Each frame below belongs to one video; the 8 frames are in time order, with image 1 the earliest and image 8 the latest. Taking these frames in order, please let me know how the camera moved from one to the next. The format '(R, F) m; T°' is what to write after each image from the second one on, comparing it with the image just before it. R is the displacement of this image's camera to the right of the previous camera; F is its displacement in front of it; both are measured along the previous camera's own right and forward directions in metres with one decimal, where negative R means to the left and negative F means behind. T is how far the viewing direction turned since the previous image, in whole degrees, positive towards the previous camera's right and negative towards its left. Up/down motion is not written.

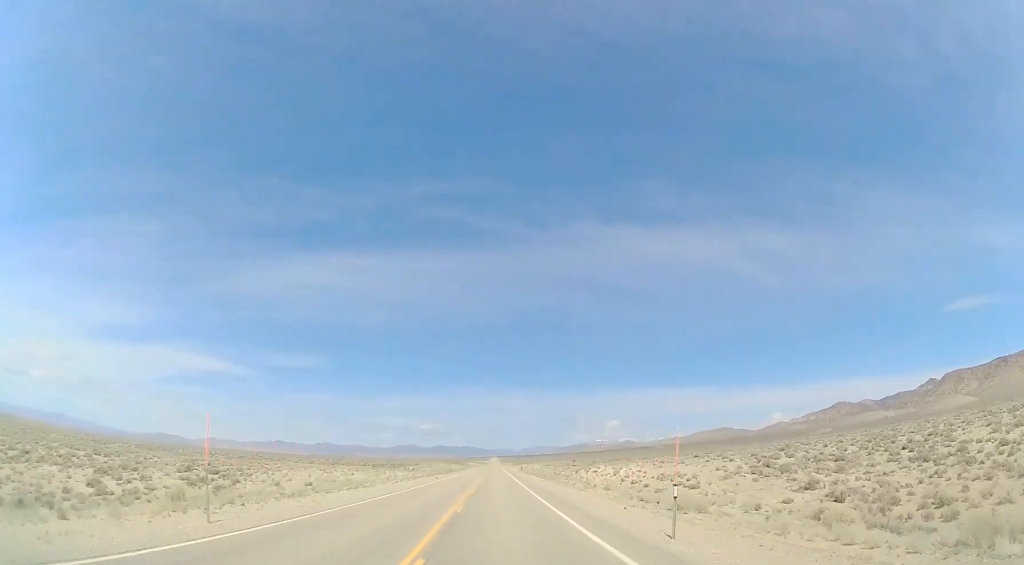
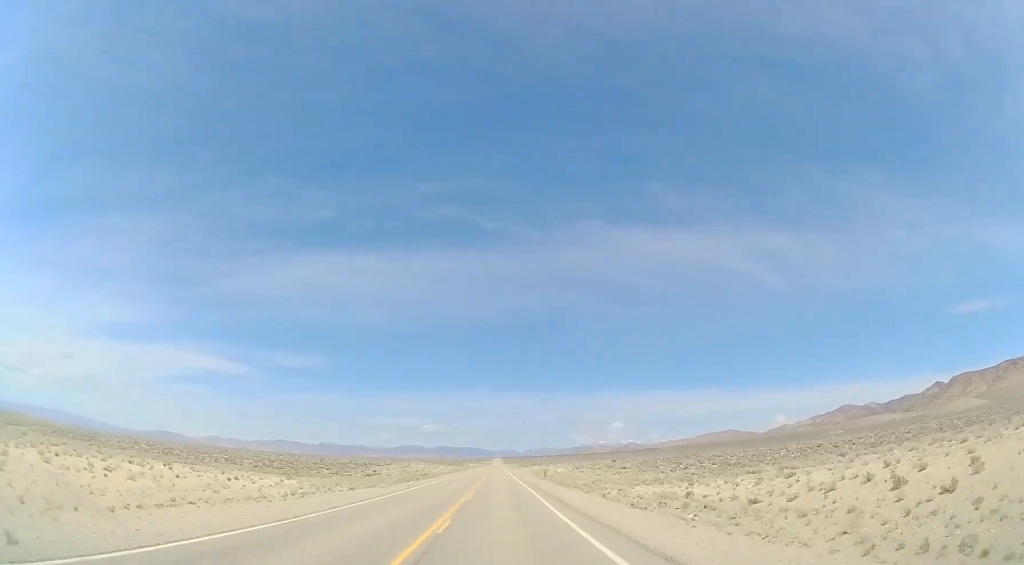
(+0.4, +54.1) m; 0°
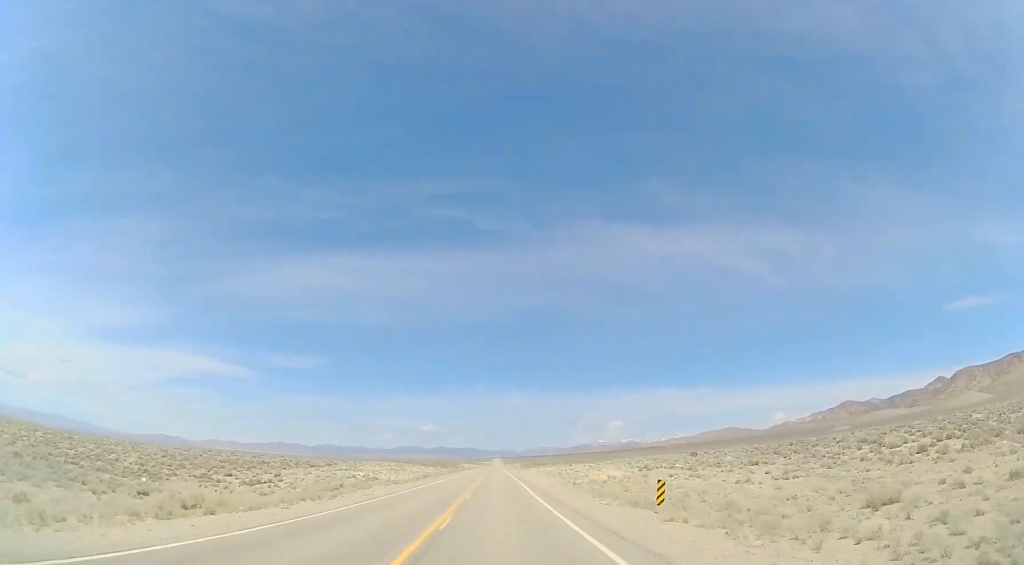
(-0.4, +48.1) m; -1°
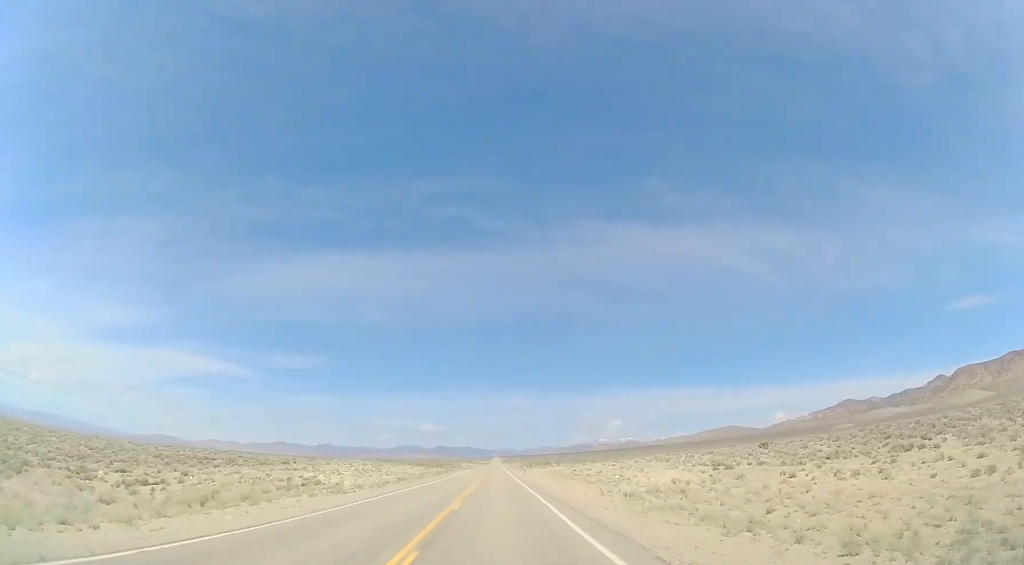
(-0.2, +19.1) m; 0°
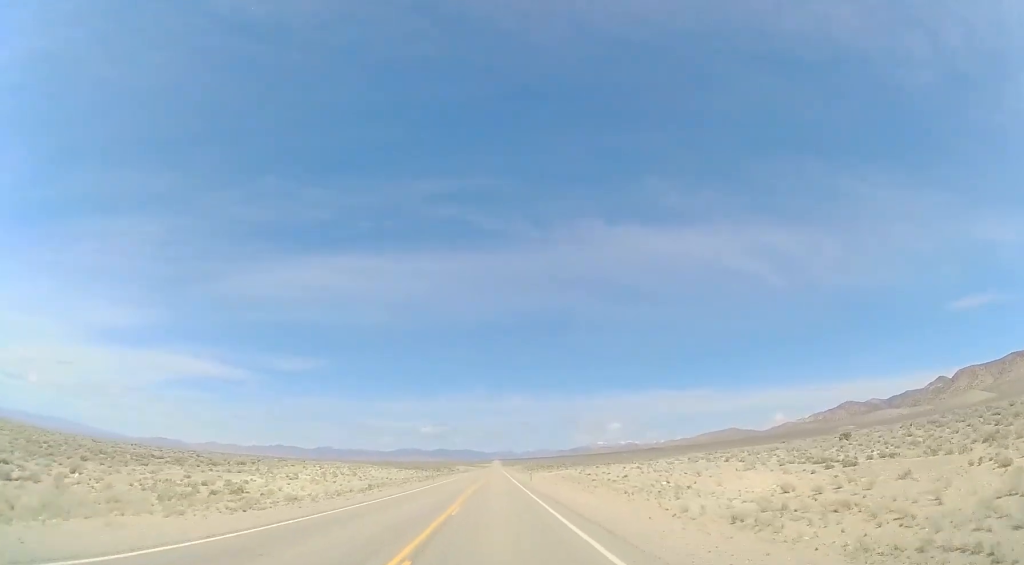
(+0.2, +13.1) m; 0°
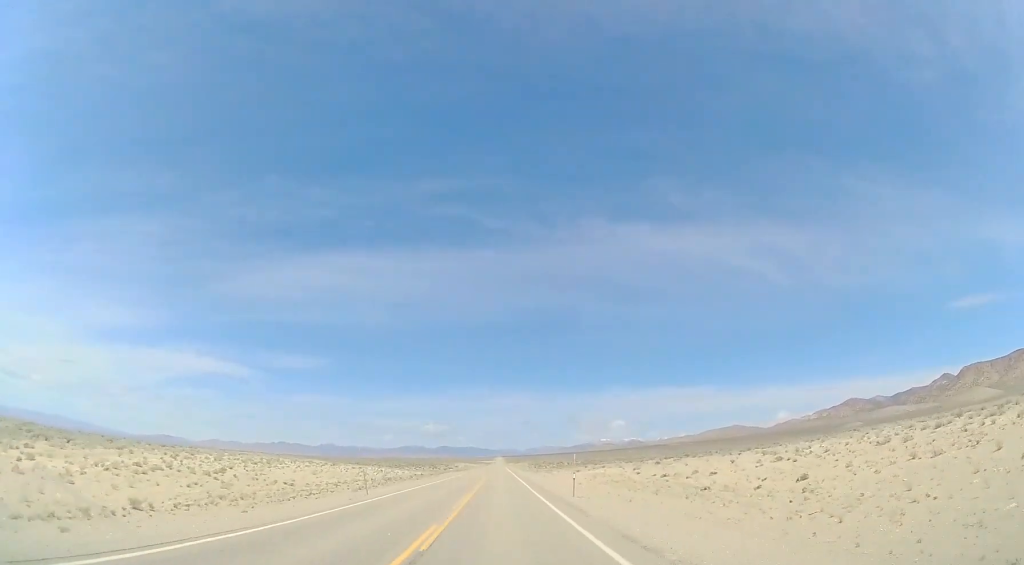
(+0.1, +31.2) m; 0°
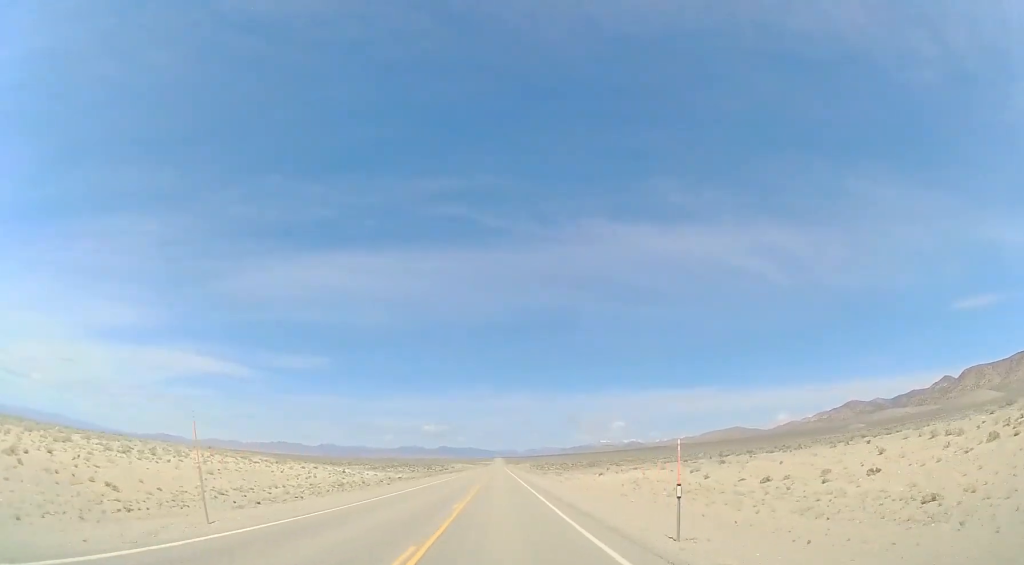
(-0.1, +16.1) m; 0°
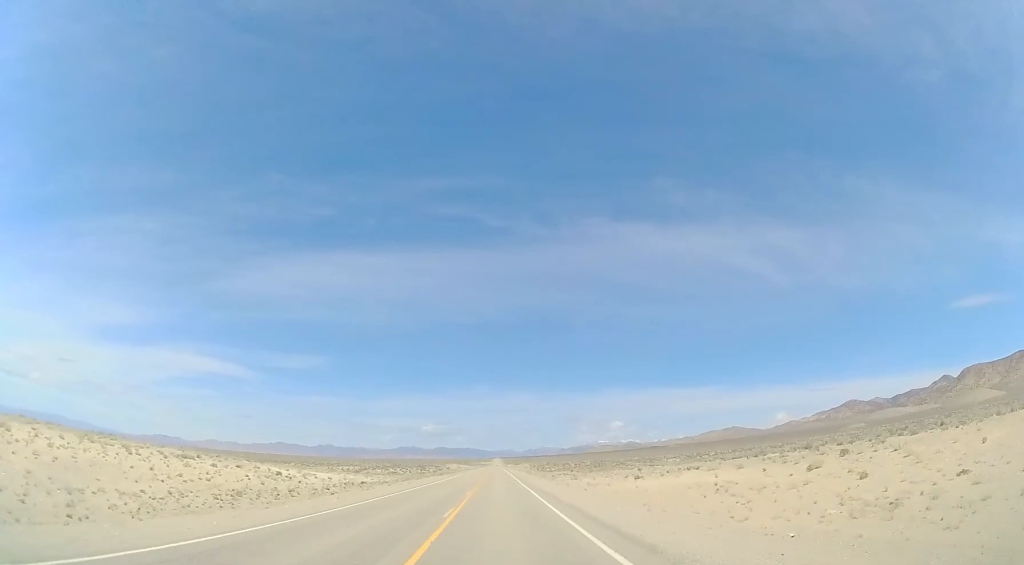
(0.0, +15.1) m; 0°
